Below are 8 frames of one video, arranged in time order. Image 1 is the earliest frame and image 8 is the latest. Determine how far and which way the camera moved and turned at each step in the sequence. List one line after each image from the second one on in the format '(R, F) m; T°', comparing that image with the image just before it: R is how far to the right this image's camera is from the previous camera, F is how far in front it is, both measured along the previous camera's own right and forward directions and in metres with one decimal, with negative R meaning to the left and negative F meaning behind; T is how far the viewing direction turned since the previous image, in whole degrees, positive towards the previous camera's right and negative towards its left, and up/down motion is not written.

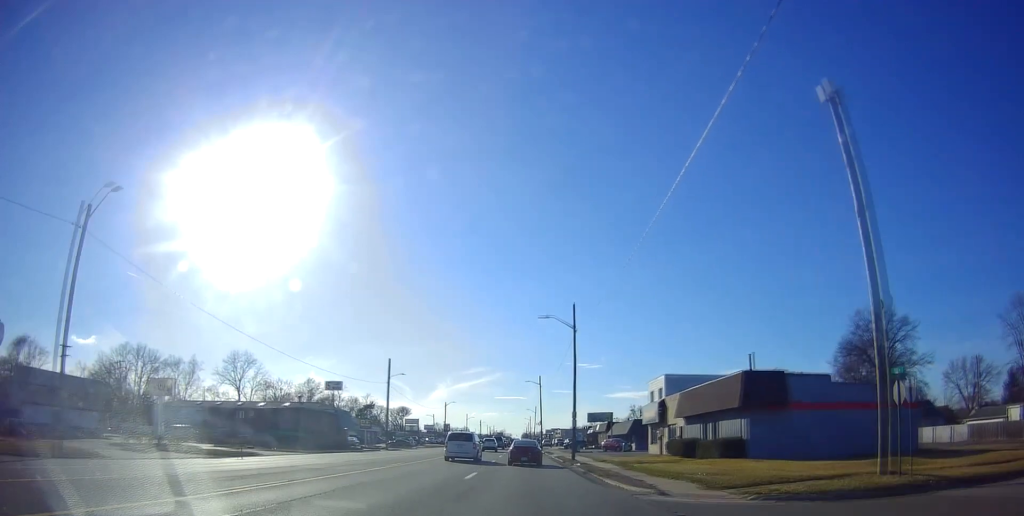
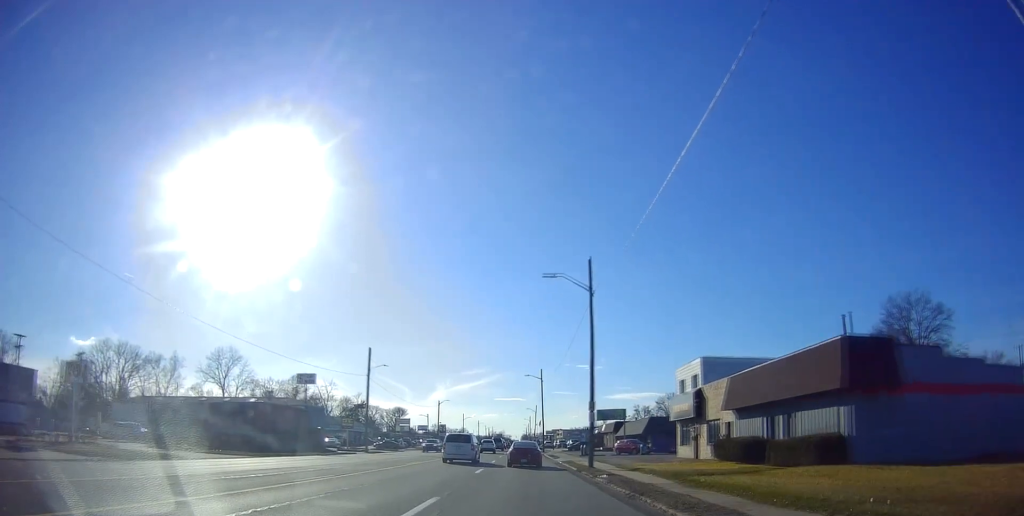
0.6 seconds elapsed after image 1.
(-0.1, +11.4) m; 0°
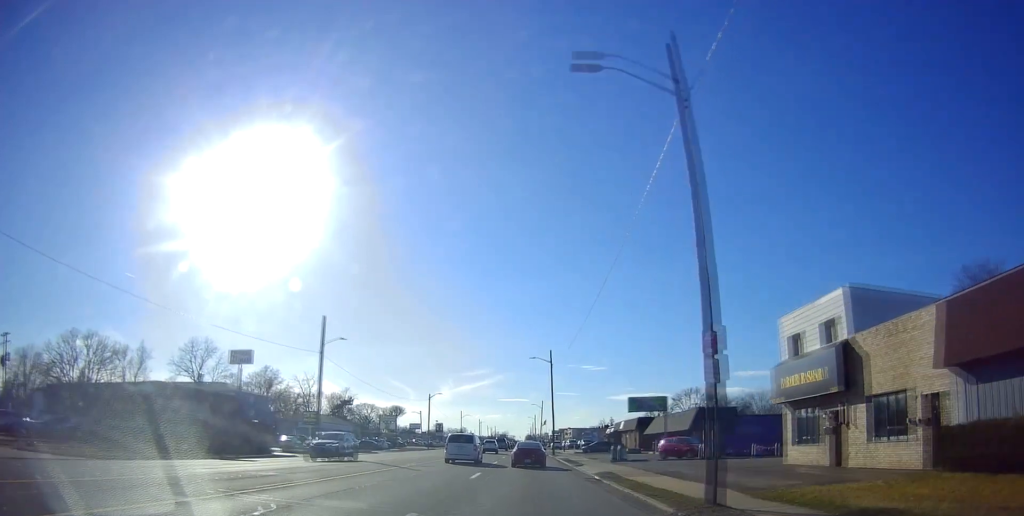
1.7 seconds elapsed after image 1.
(+0.1, +19.1) m; +2°
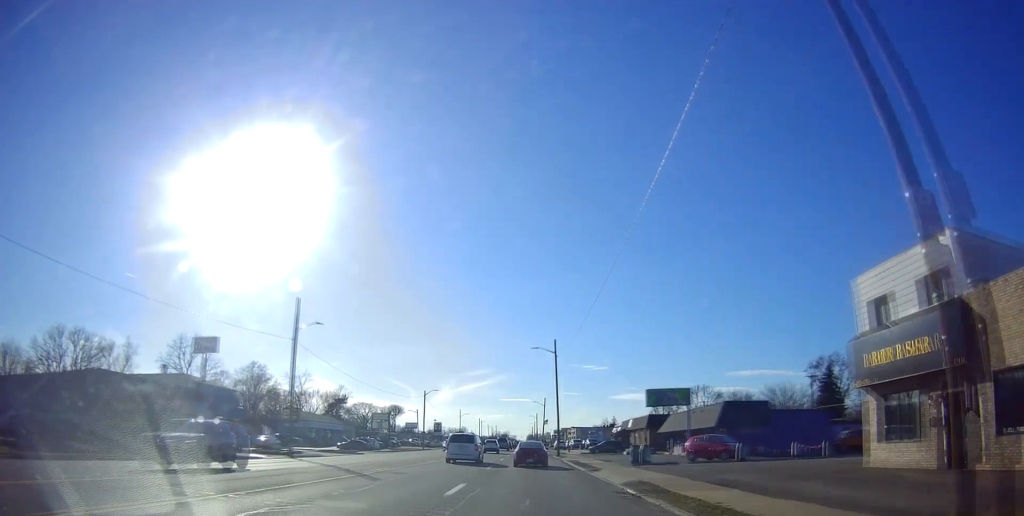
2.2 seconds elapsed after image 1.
(+0.2, +7.2) m; +1°
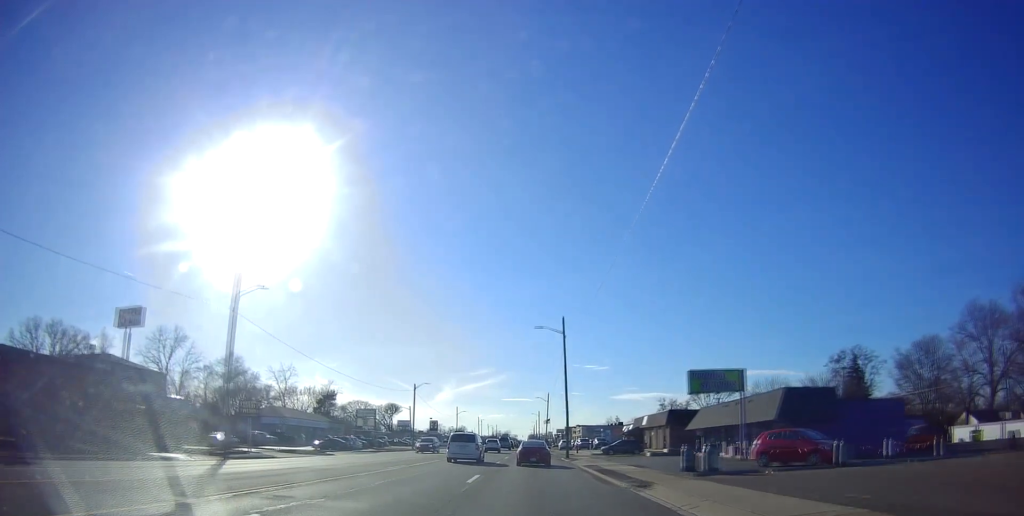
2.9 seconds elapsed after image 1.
(+0.1, +11.4) m; +1°
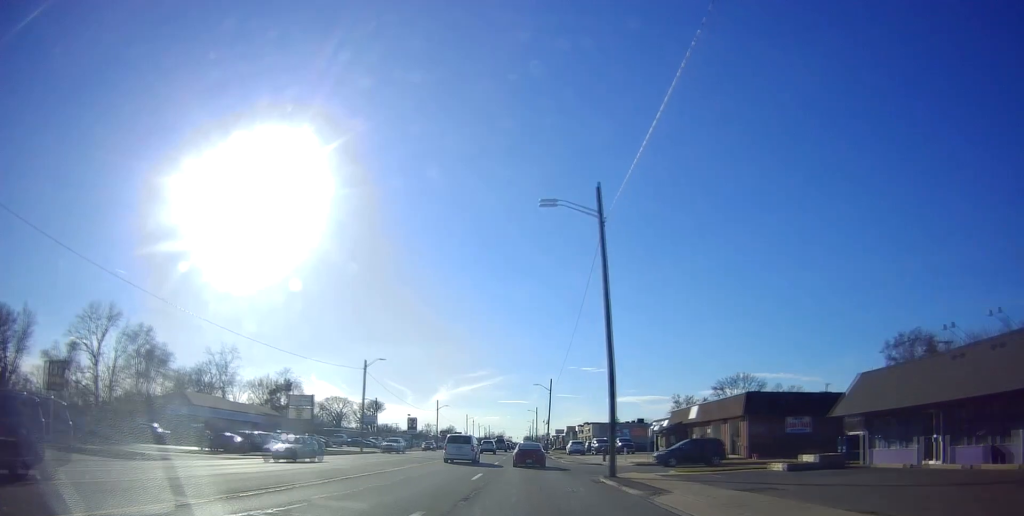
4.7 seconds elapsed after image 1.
(-0.2, +28.3) m; -2°
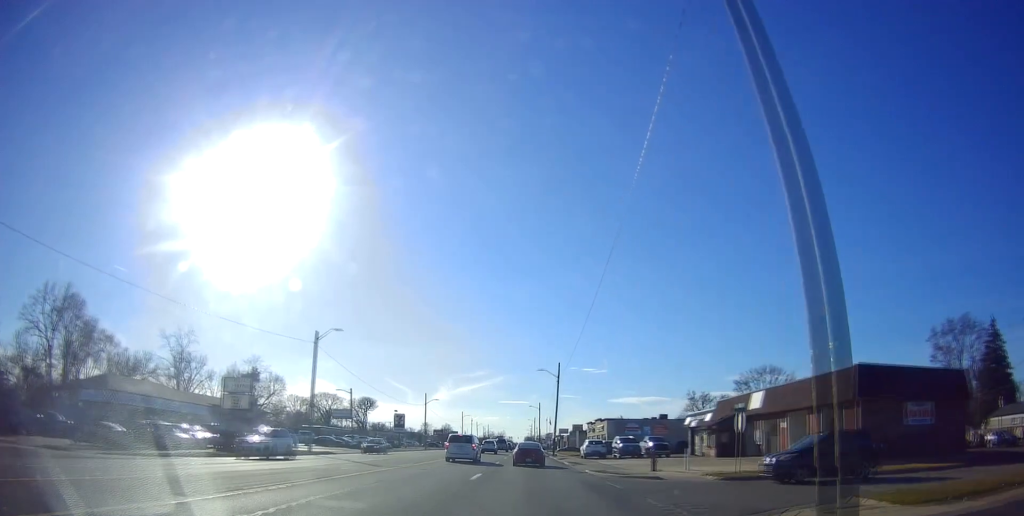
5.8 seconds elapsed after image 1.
(-0.2, +16.7) m; 0°
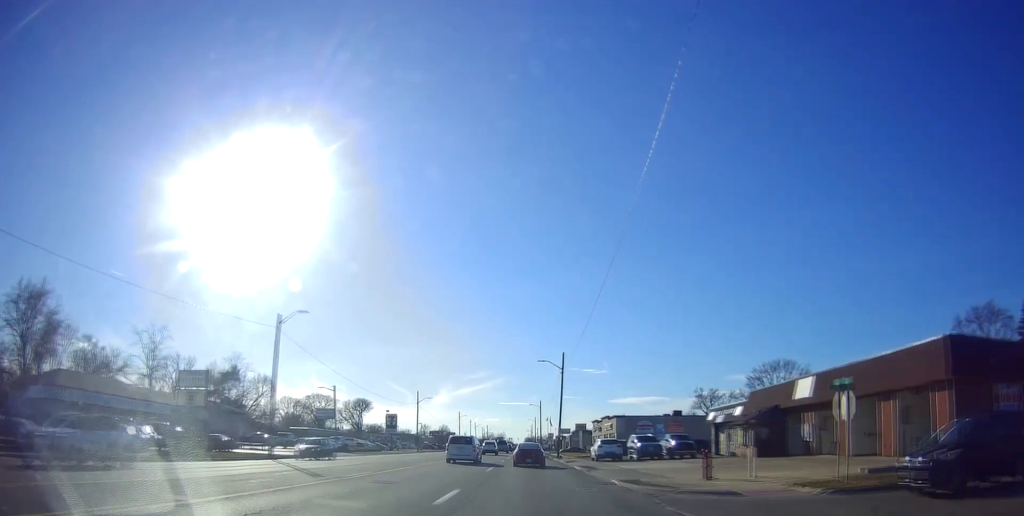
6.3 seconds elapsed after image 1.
(+0.3, +8.0) m; 0°
